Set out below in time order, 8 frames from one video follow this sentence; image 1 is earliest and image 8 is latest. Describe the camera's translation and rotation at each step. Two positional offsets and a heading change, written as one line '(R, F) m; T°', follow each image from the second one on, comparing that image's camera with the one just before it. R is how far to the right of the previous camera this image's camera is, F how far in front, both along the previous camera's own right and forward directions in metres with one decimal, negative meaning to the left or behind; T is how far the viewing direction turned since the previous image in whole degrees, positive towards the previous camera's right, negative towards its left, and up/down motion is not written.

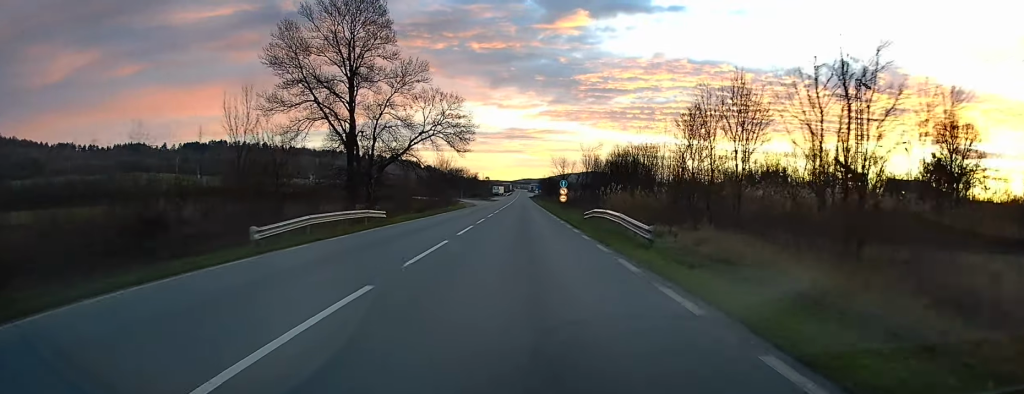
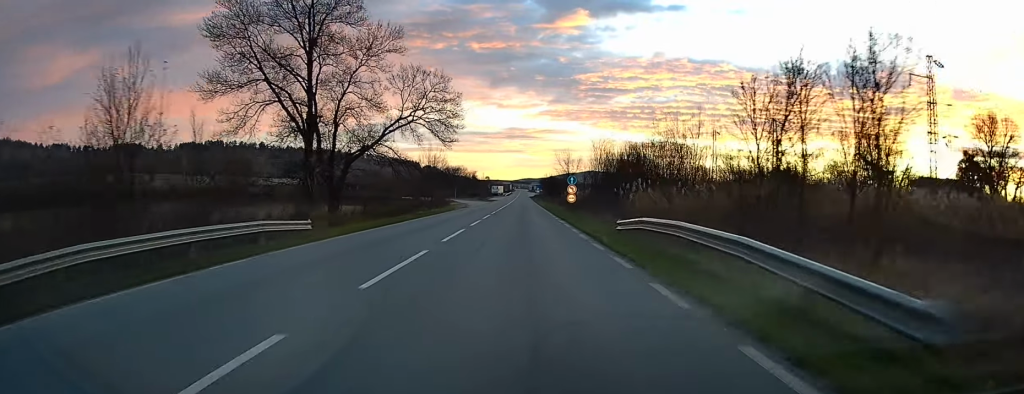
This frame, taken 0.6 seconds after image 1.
(-0.1, +11.7) m; 0°
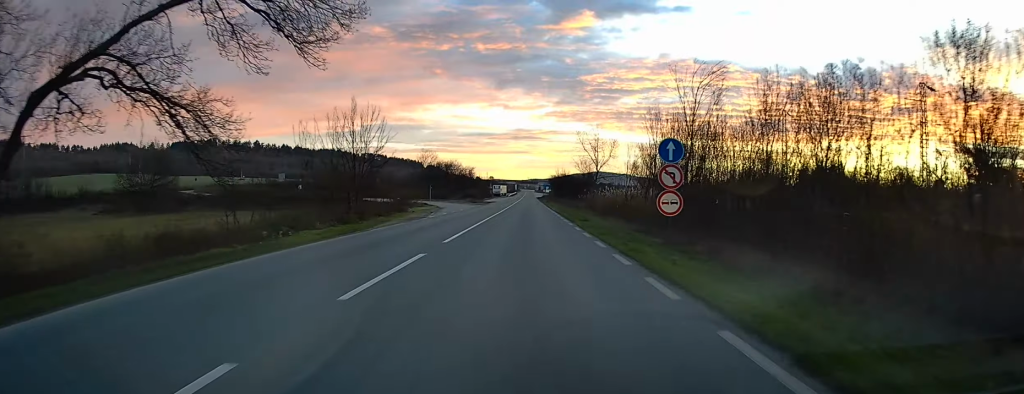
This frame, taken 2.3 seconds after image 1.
(0.0, +35.5) m; +1°
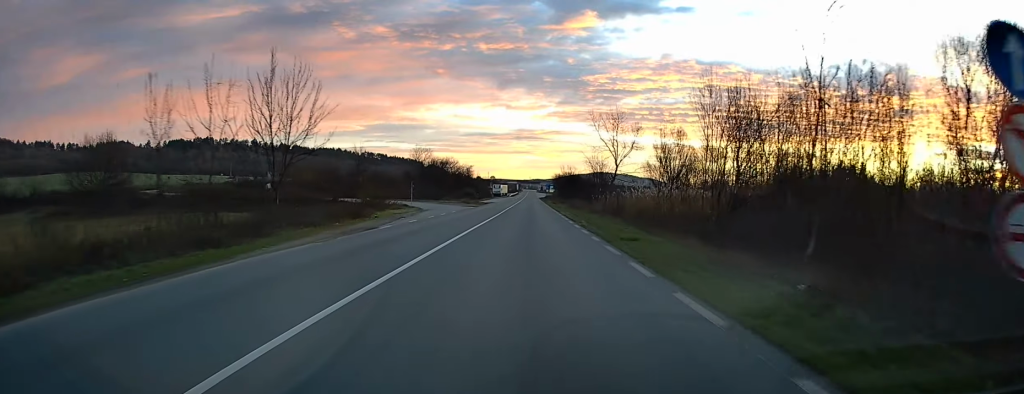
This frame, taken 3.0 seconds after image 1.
(-0.1, +13.6) m; 0°
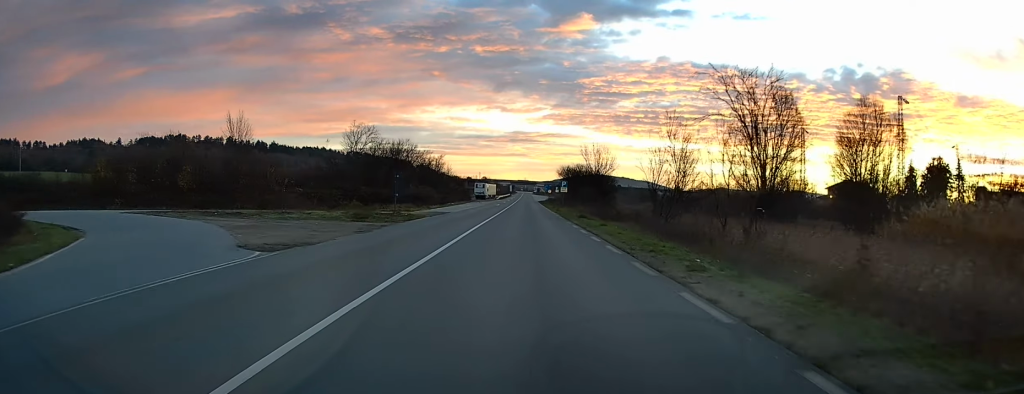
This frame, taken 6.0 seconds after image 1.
(-0.4, +56.2) m; -1°
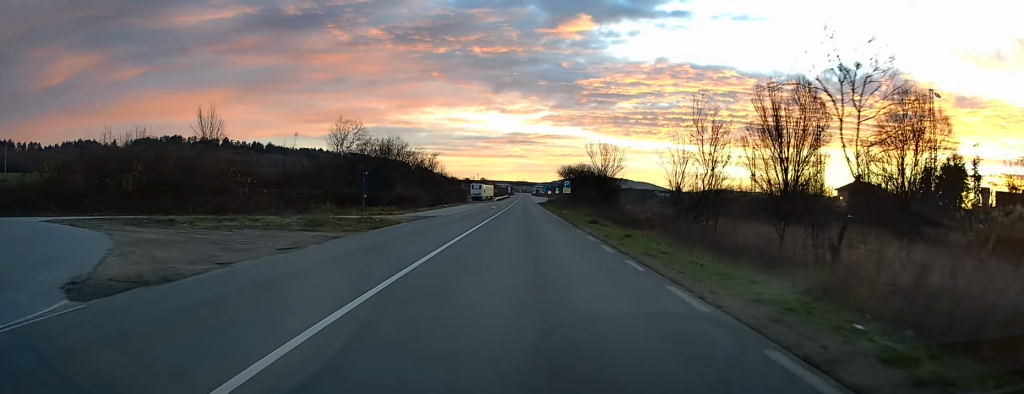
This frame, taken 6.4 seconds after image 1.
(0.0, +7.4) m; 0°
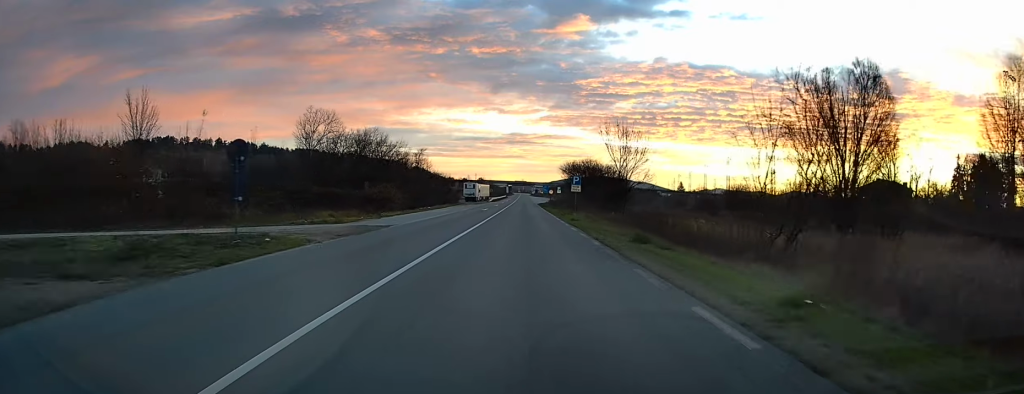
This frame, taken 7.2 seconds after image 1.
(0.0, +14.2) m; 0°
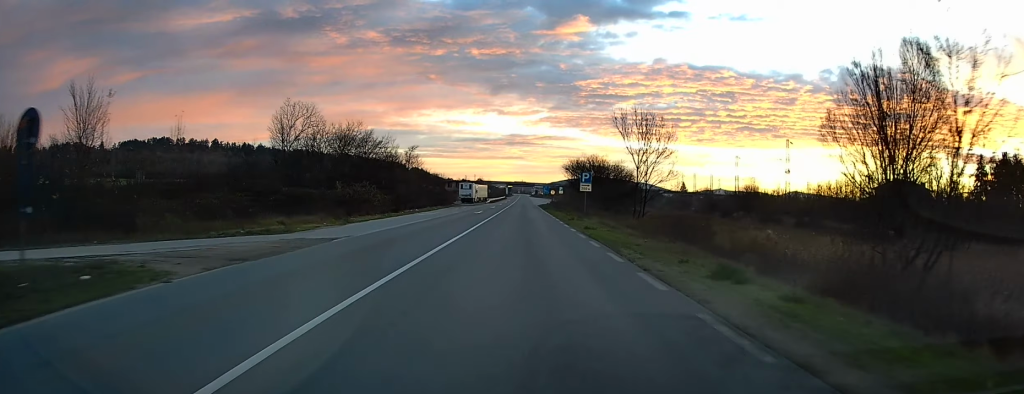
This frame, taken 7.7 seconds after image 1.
(0.0, +8.6) m; 0°
